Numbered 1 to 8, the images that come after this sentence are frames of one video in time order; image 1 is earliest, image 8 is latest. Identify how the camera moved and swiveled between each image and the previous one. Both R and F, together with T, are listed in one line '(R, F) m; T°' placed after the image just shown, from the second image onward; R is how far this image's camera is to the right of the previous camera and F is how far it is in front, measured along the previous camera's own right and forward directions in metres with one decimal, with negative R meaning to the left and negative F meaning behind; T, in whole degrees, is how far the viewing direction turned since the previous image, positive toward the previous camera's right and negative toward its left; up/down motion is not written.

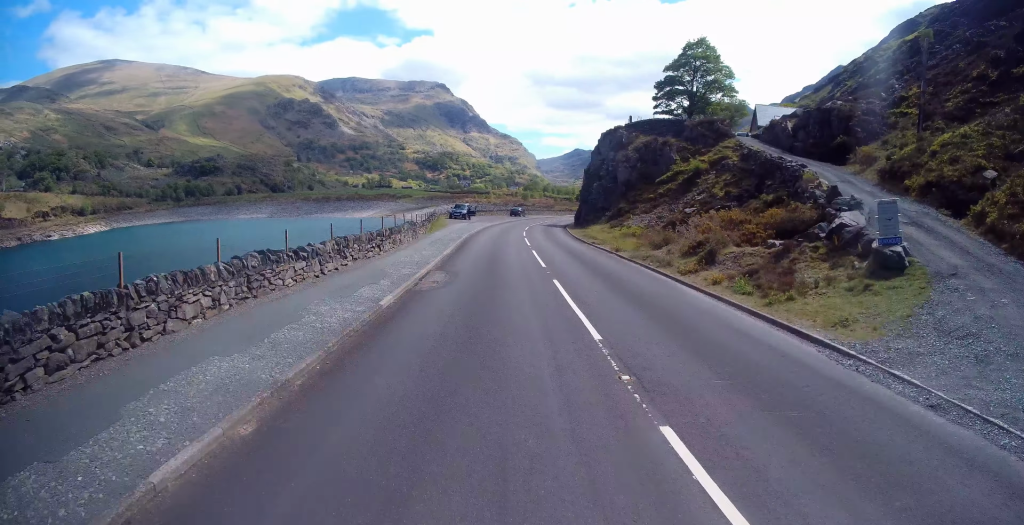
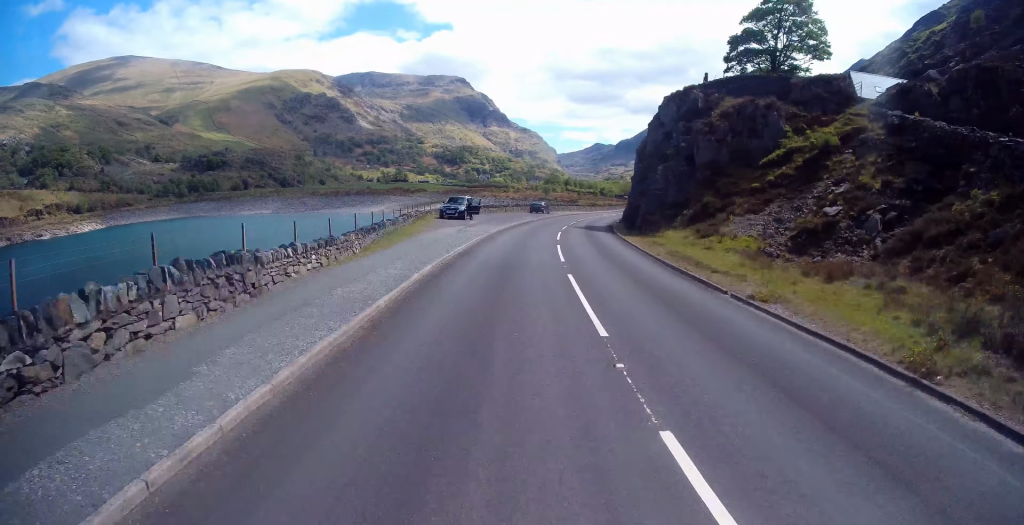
(-0.6, +18.5) m; -3°
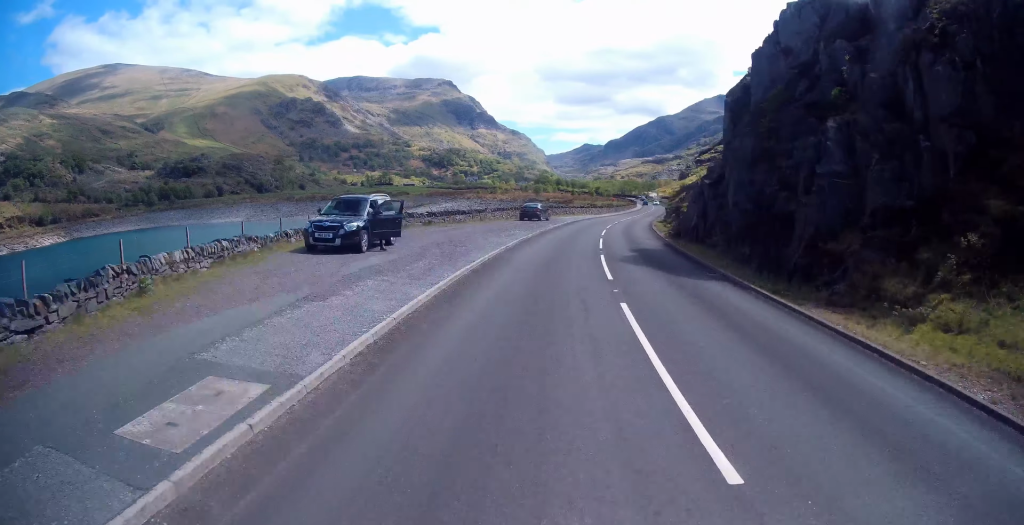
(-0.2, +22.1) m; -1°
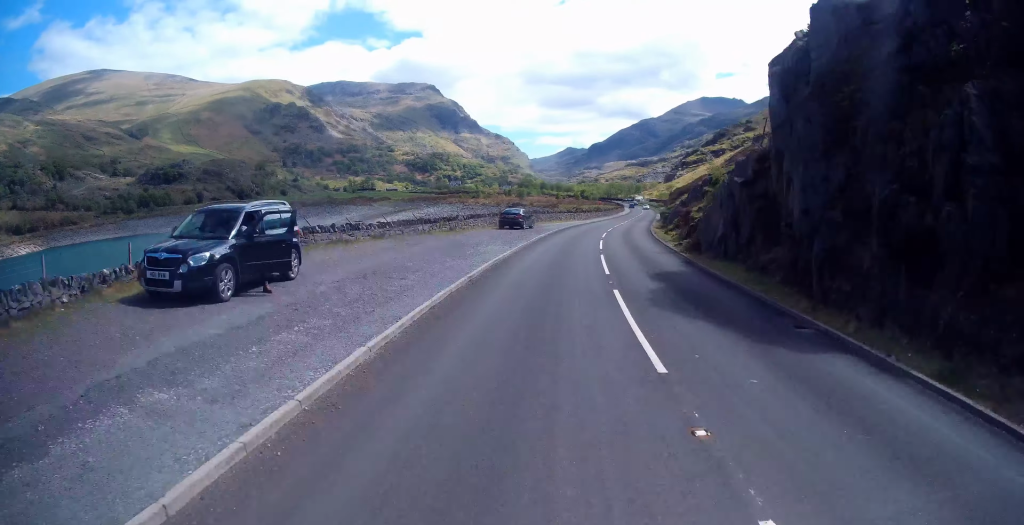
(0.0, +6.5) m; 0°
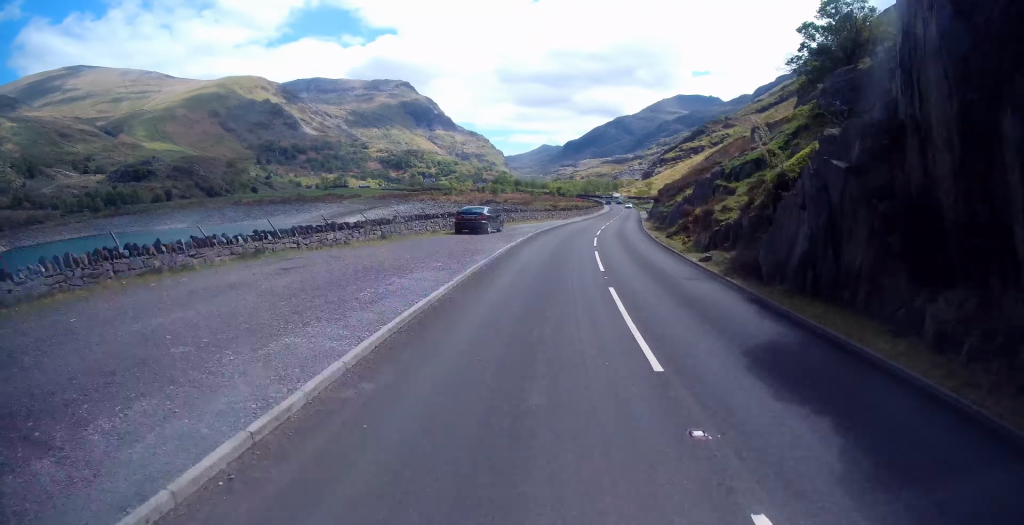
(0.0, +9.0) m; +1°
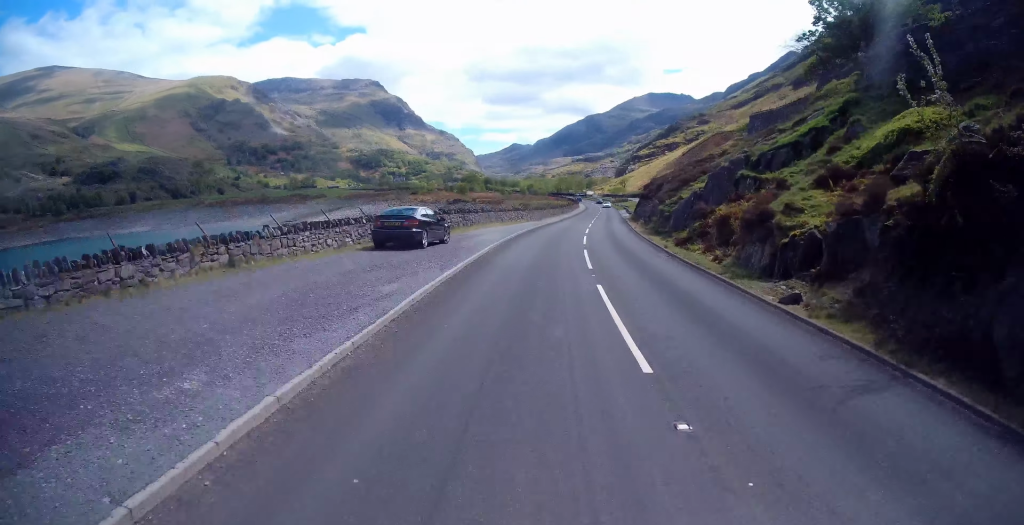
(+0.1, +9.6) m; +2°
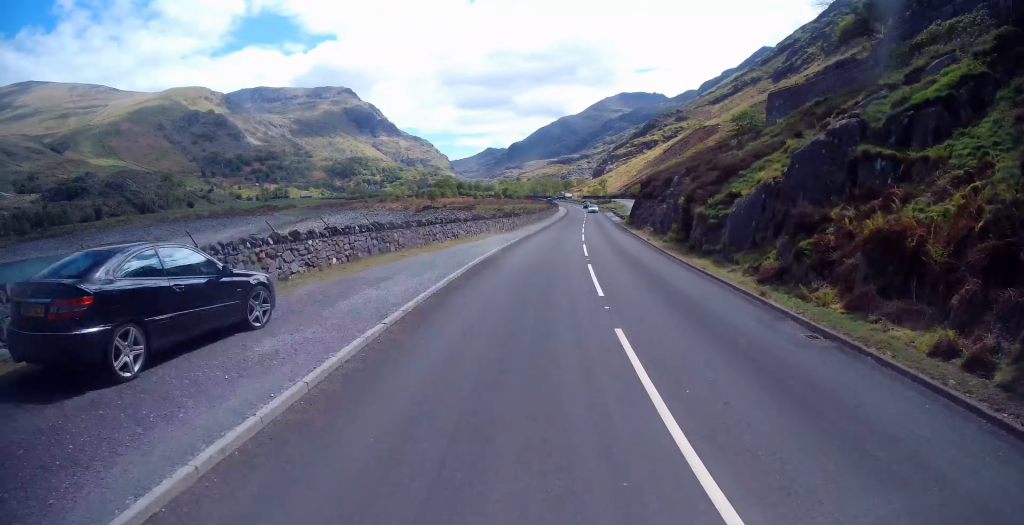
(+0.5, +12.9) m; +3°
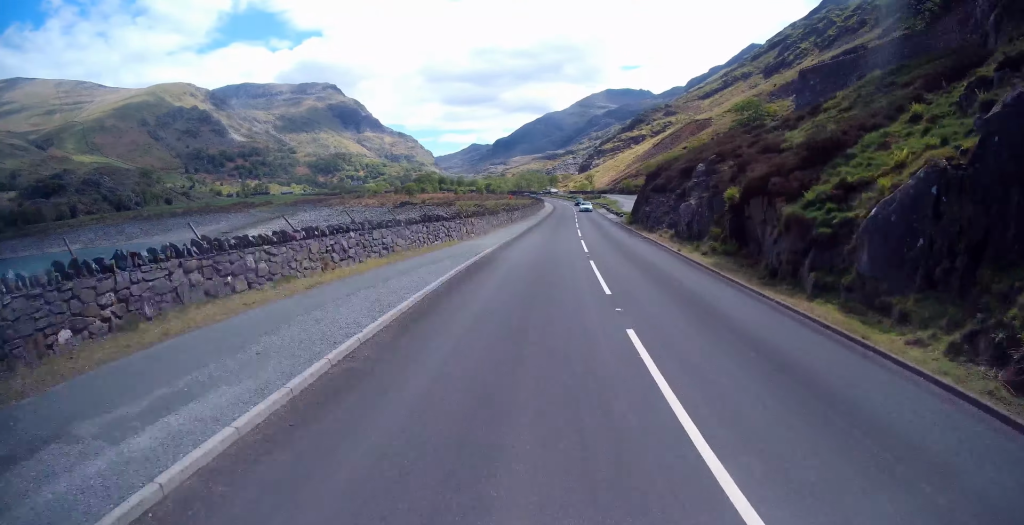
(+0.2, +9.3) m; +2°
